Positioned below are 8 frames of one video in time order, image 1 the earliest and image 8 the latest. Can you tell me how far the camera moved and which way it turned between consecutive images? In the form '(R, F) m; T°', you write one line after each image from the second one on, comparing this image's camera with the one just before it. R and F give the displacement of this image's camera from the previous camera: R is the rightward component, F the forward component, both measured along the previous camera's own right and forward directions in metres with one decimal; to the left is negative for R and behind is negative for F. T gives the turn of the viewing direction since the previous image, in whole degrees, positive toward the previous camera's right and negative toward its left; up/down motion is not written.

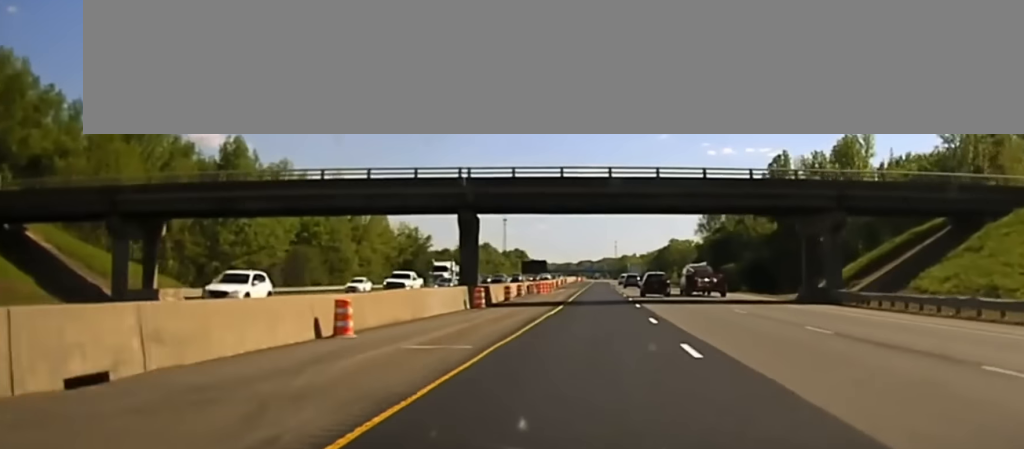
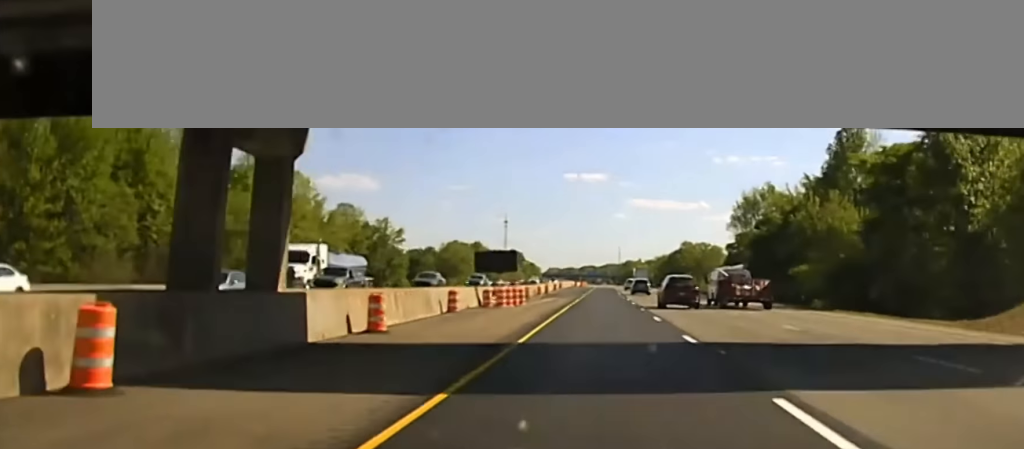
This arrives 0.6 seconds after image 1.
(+0.1, +36.6) m; 0°
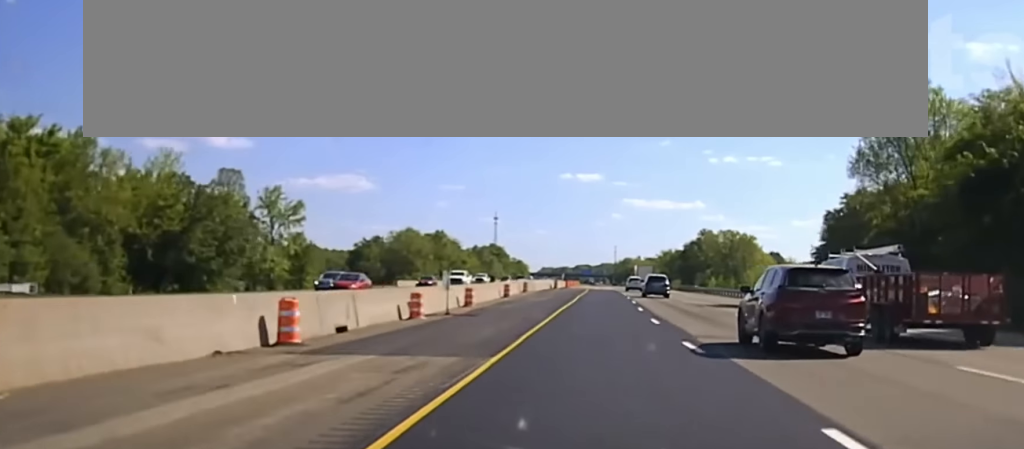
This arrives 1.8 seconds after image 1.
(+0.1, +72.7) m; 0°
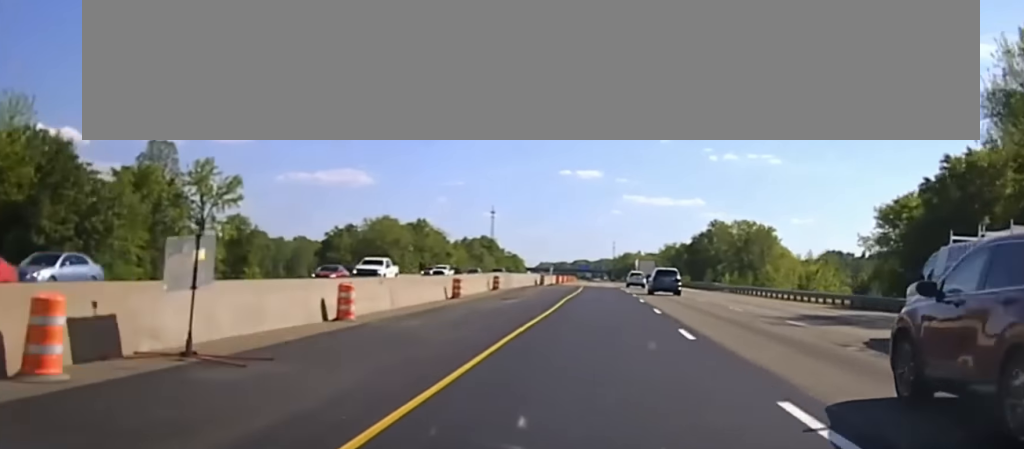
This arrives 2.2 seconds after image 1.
(+0.1, +27.3) m; 0°
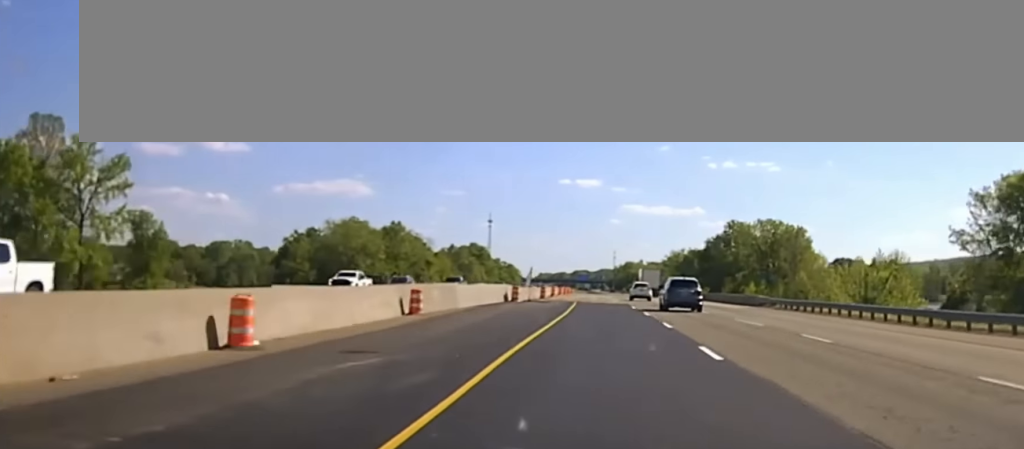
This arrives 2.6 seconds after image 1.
(0.0, +28.4) m; 0°
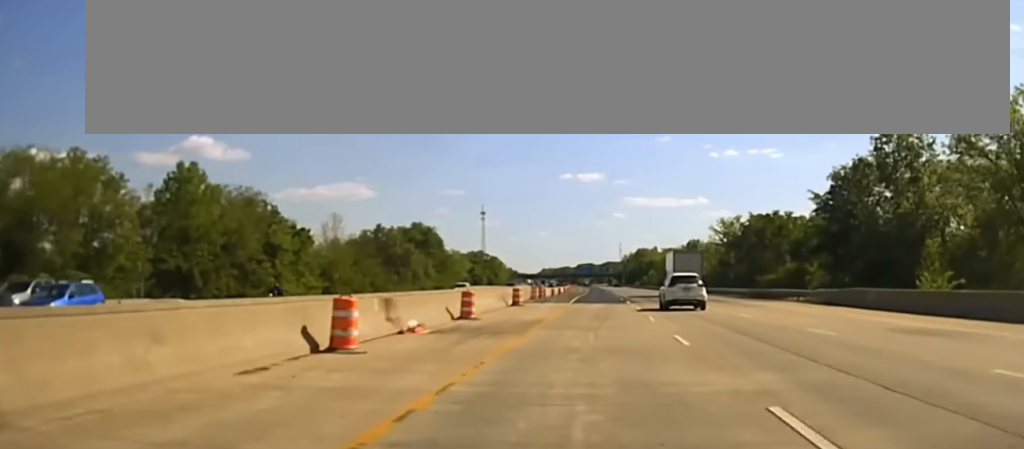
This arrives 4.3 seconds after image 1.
(-1.2, +97.0) m; -1°
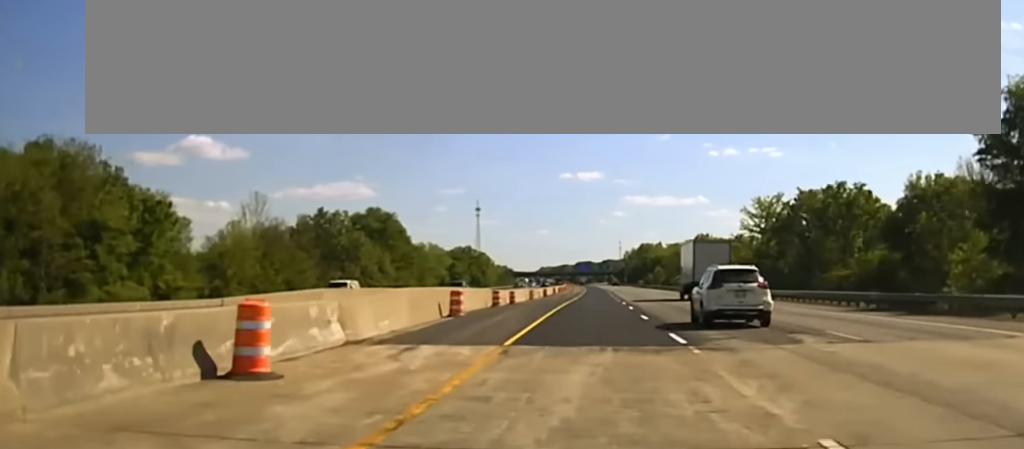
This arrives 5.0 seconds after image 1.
(0.0, +33.9) m; 0°
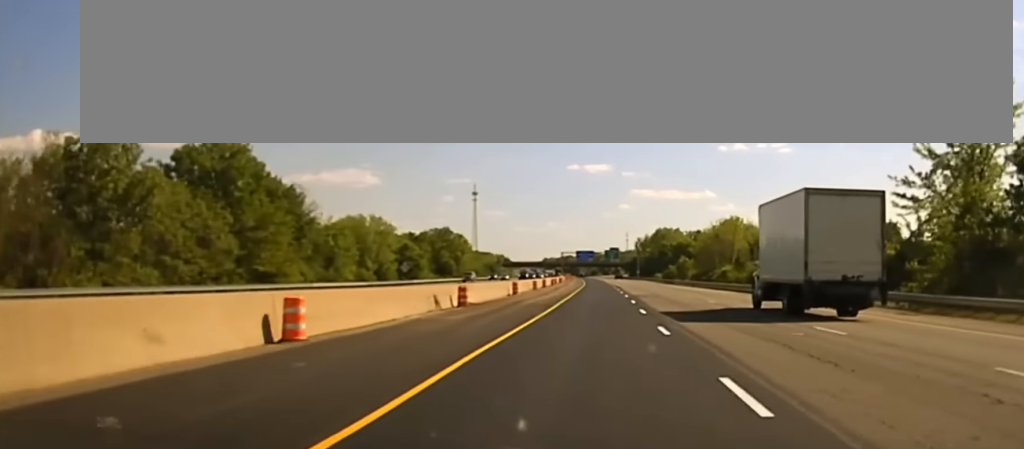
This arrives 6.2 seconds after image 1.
(0.0, +61.6) m; 0°
